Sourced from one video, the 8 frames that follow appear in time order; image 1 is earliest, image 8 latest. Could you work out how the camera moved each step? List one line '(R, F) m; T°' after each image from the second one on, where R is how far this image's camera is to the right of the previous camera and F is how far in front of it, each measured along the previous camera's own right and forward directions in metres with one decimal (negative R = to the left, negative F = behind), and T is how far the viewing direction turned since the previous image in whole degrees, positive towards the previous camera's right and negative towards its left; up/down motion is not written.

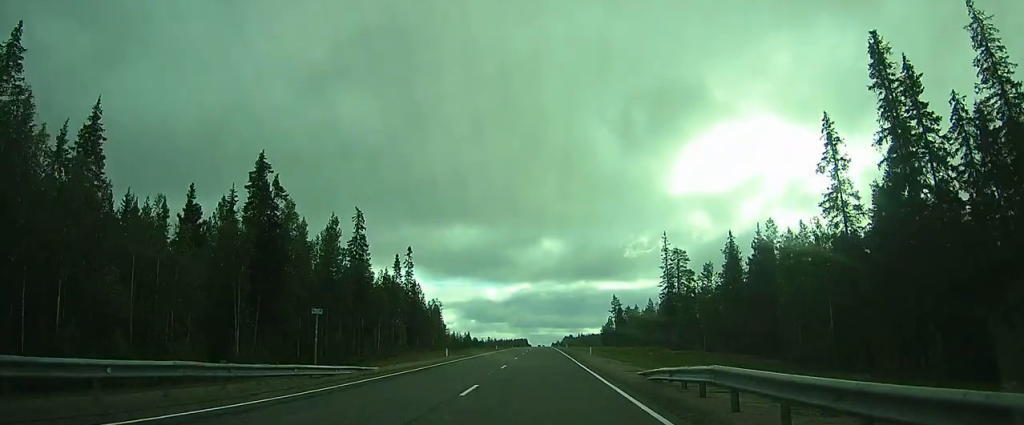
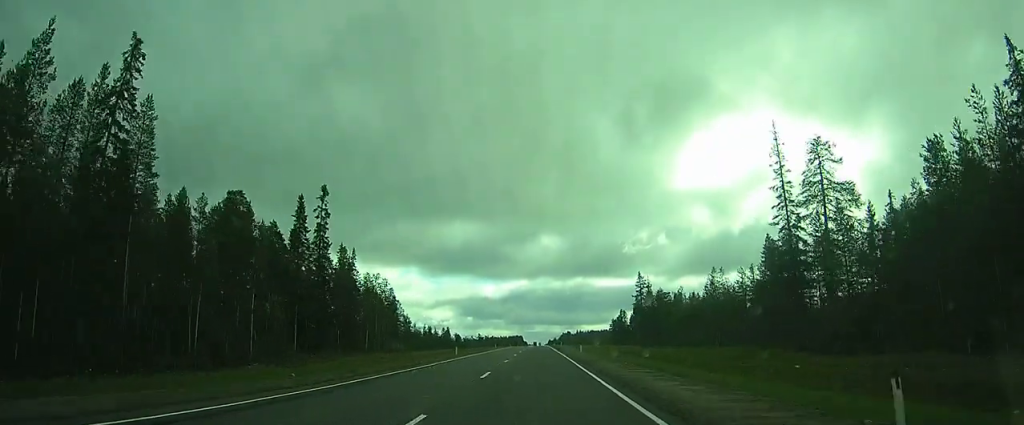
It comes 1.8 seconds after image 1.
(+0.2, +41.7) m; 0°
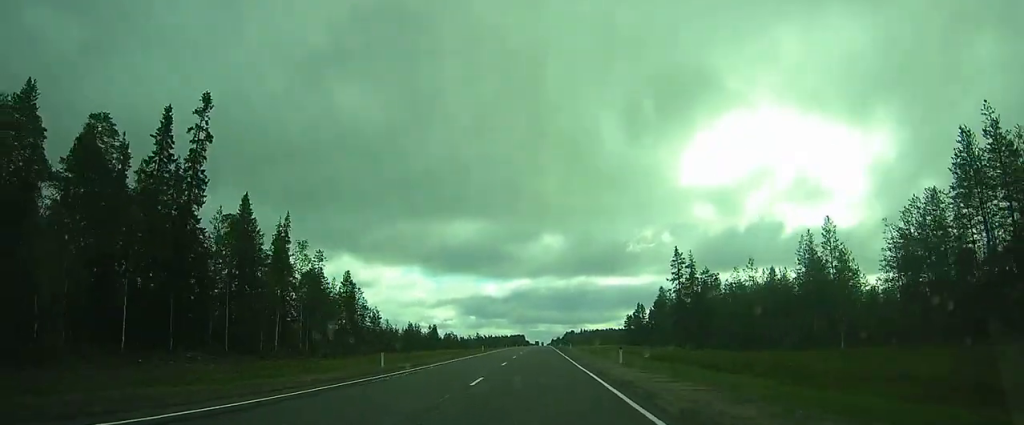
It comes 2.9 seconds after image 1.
(-0.1, +26.3) m; -1°
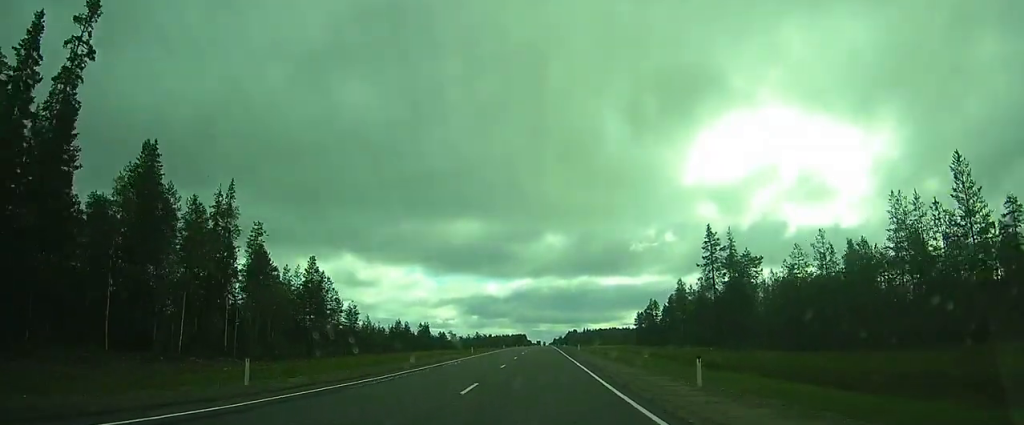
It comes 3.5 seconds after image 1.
(-0.1, +14.0) m; 0°
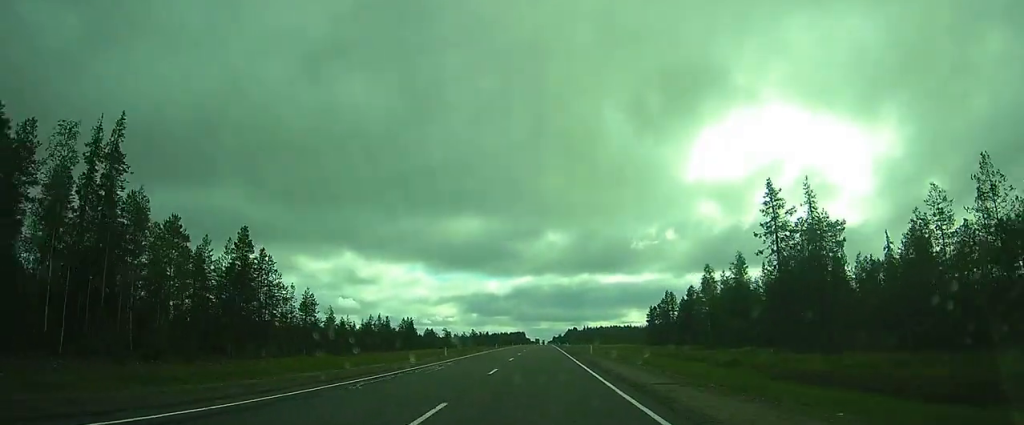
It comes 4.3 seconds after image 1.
(0.0, +17.2) m; 0°
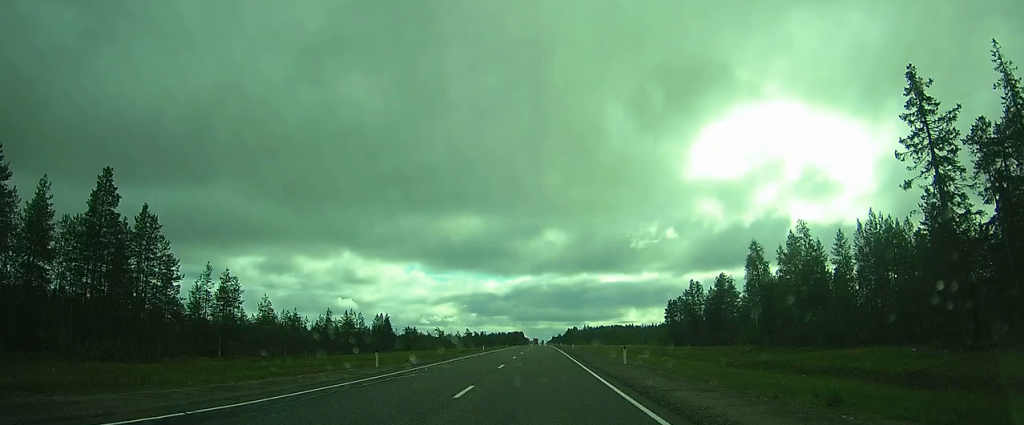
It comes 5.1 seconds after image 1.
(0.0, +19.6) m; 0°
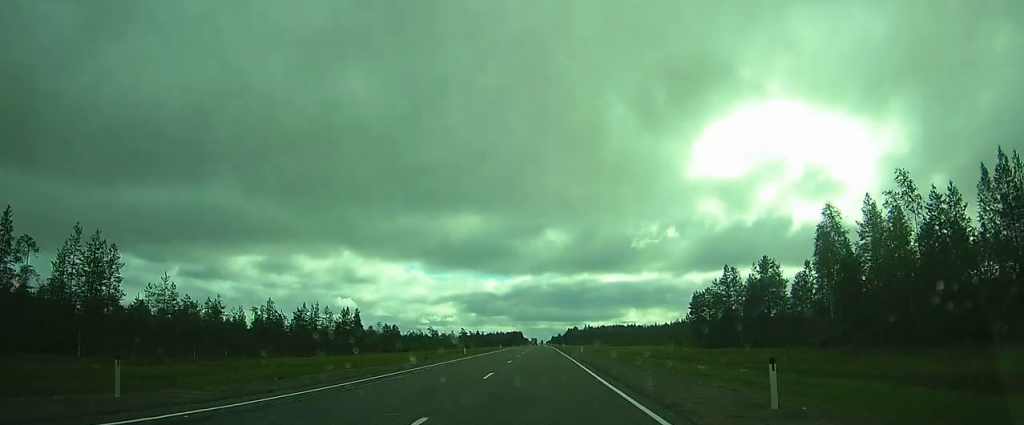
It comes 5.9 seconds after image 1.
(0.0, +18.1) m; +1°
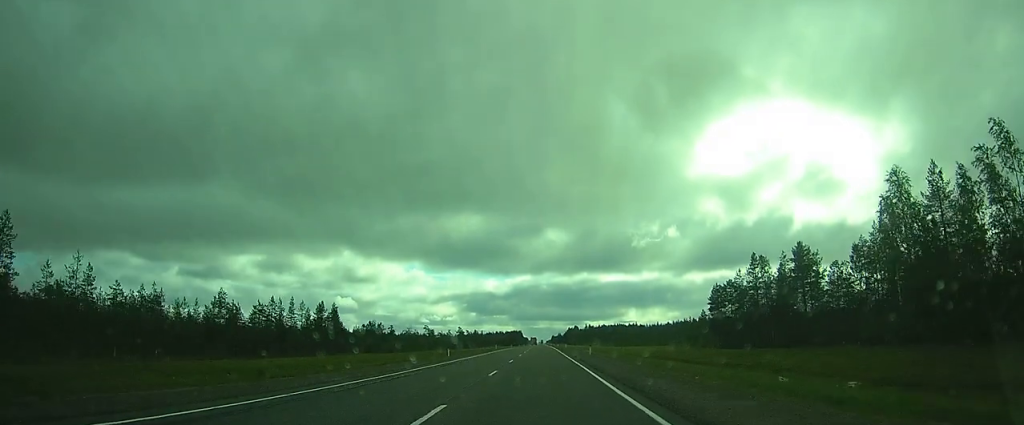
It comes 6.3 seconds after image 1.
(+0.1, +10.2) m; 0°
